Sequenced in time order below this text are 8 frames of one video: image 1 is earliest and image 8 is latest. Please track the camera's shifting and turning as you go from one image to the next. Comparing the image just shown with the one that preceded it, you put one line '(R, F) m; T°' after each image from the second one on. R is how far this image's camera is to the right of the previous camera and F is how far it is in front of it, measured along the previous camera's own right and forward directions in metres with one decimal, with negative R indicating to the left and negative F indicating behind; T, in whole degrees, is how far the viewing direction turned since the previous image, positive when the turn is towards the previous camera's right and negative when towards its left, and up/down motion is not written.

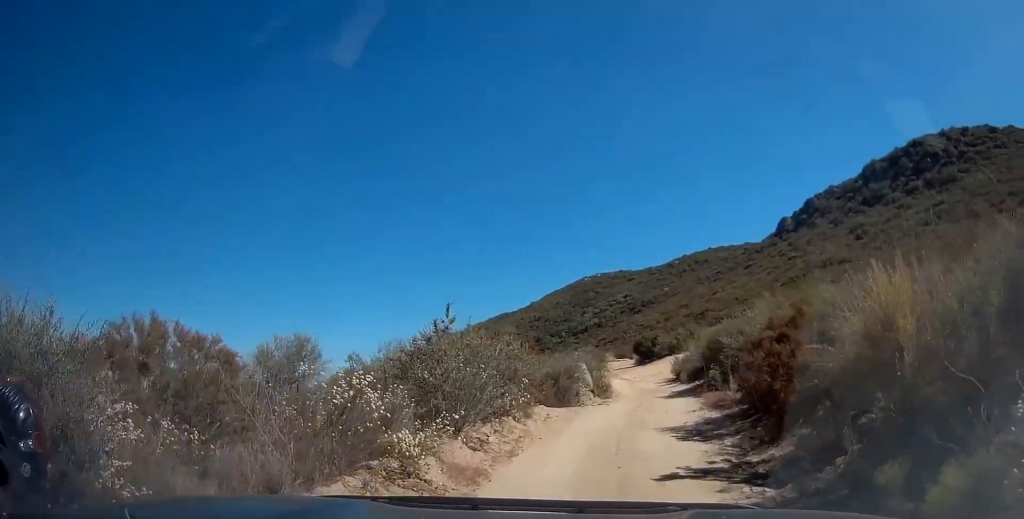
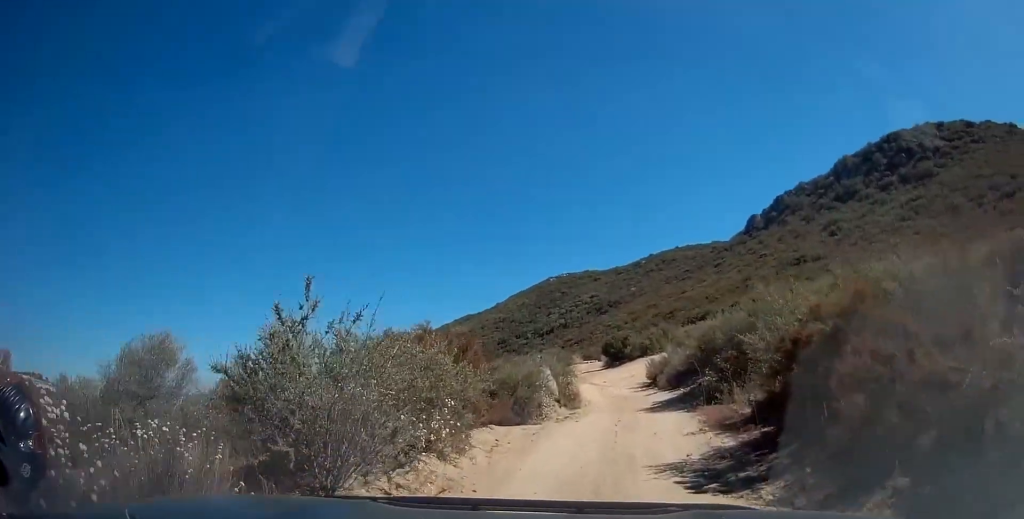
(+0.4, +3.7) m; +5°
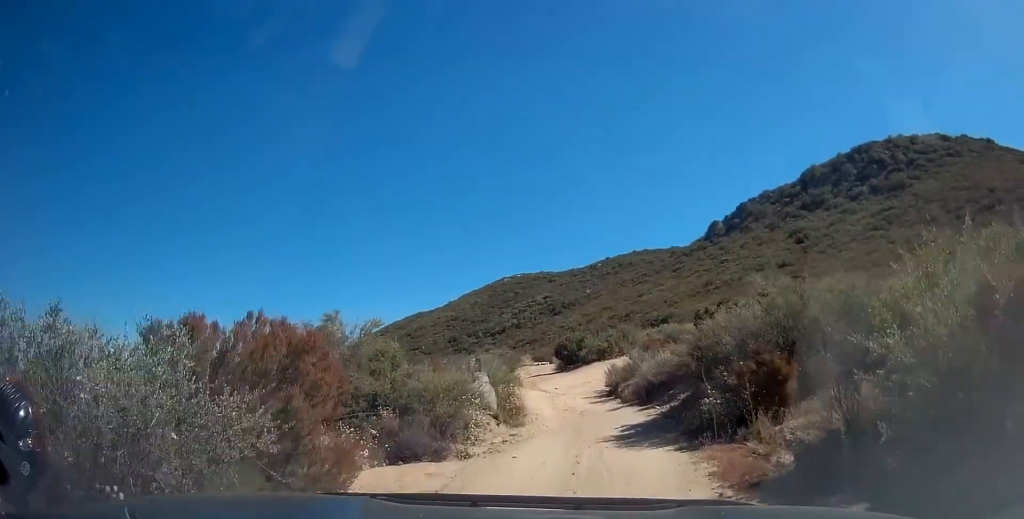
(0.0, +5.0) m; 0°
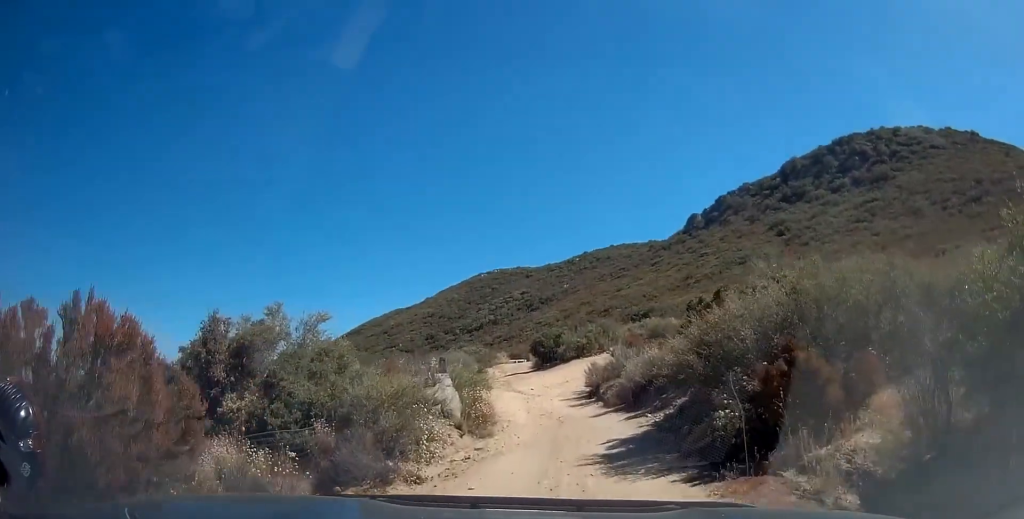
(0.0, +2.6) m; 0°
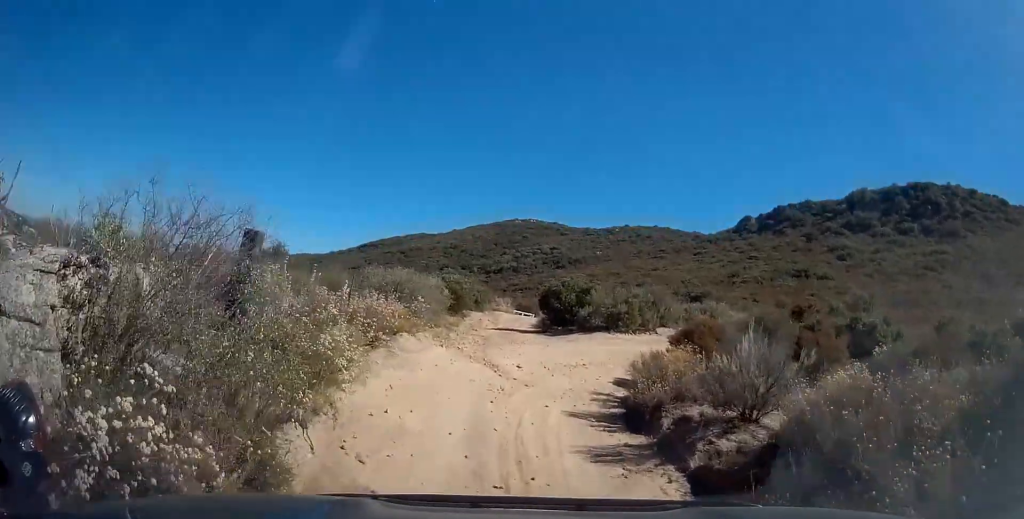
(0.0, +16.2) m; +11°
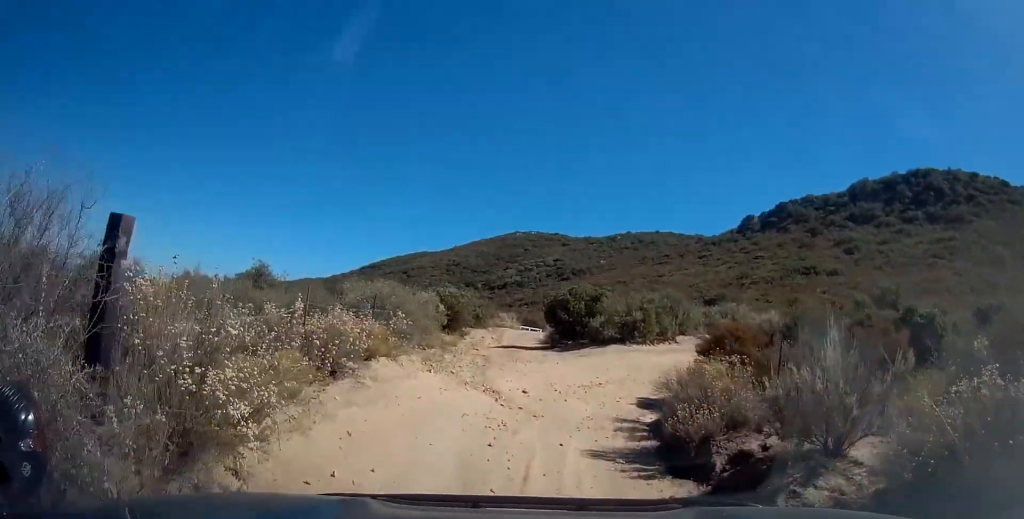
(-0.6, +3.2) m; +9°
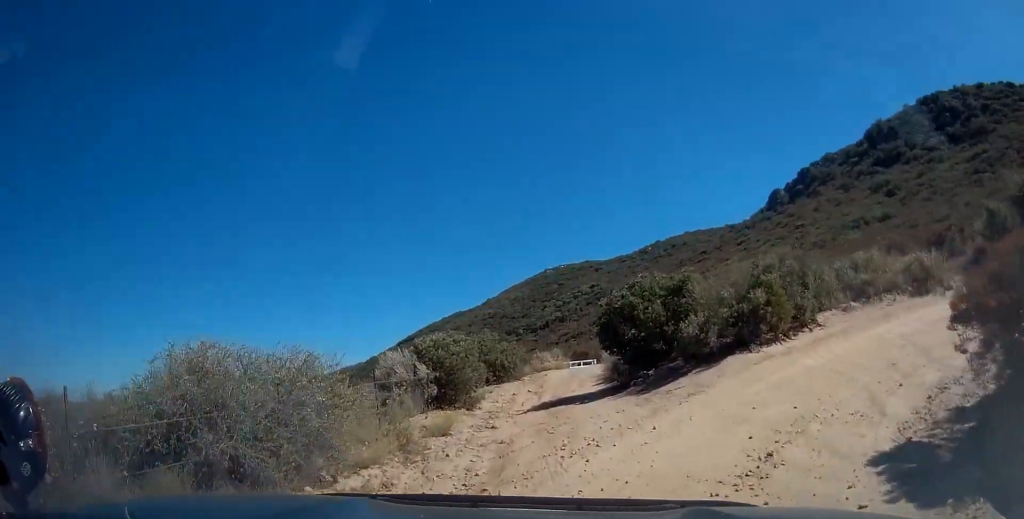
(+6.6, +15.5) m; +27°
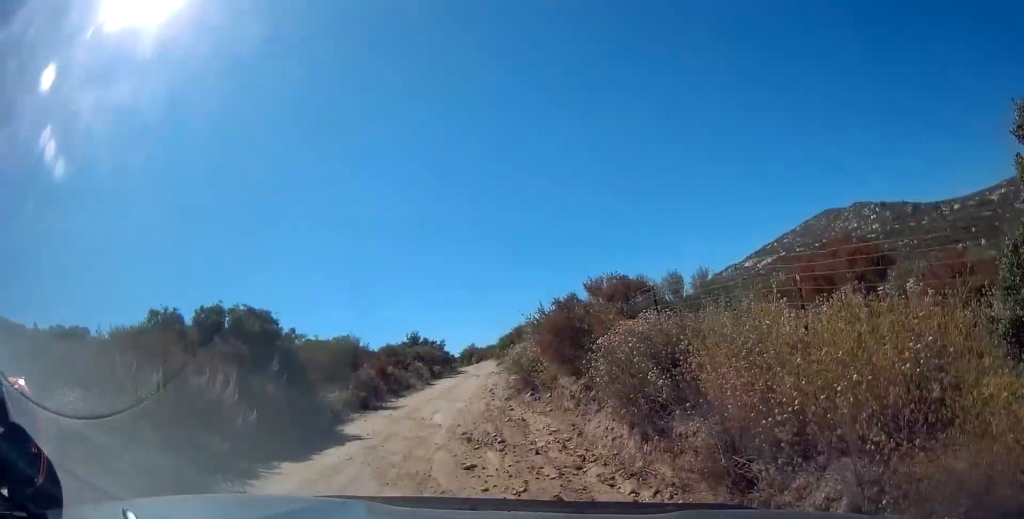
(0.0, +4.3) m; +16°
